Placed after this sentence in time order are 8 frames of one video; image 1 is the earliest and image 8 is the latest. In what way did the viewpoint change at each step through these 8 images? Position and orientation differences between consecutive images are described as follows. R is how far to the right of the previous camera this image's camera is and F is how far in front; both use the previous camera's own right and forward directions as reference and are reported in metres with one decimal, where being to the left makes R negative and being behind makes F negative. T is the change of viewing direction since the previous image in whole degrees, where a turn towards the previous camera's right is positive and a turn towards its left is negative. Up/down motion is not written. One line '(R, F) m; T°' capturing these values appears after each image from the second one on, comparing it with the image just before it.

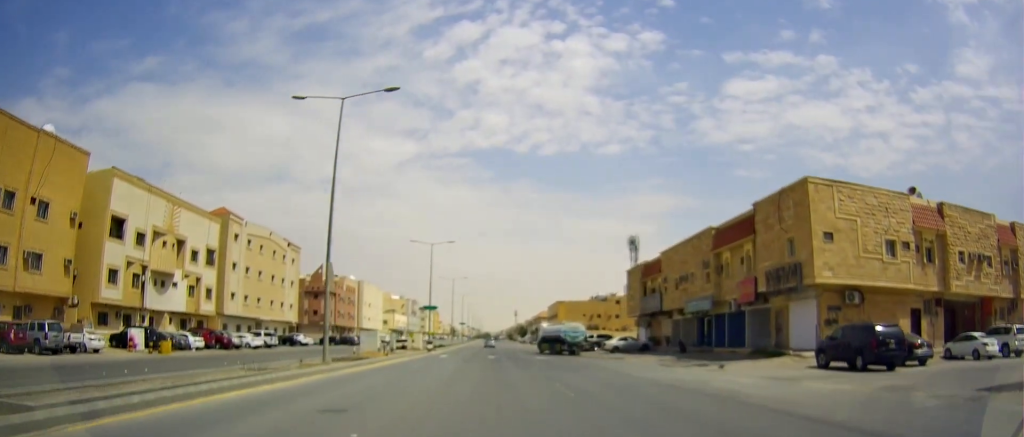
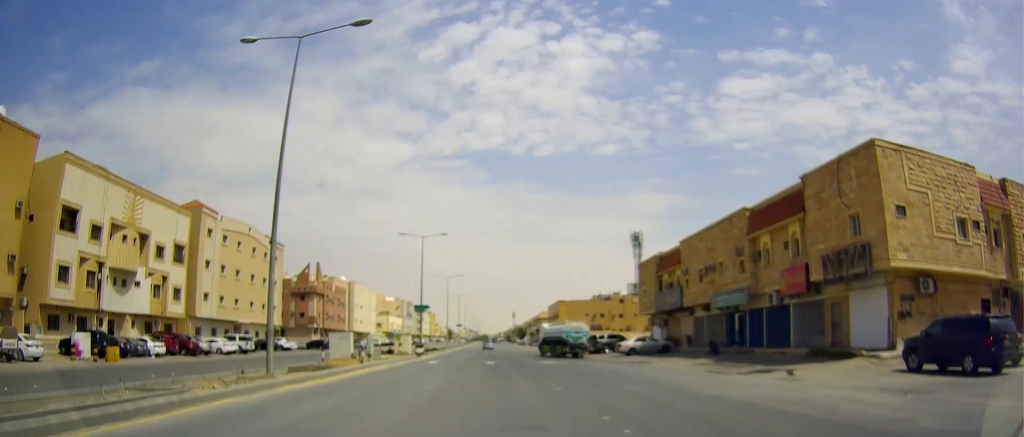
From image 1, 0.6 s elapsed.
(-0.2, +6.5) m; -1°
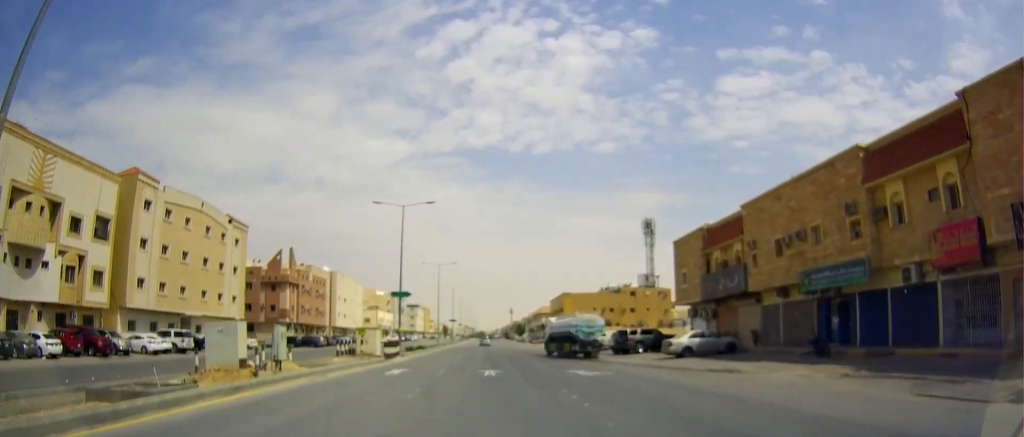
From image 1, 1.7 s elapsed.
(+0.1, +13.1) m; -1°
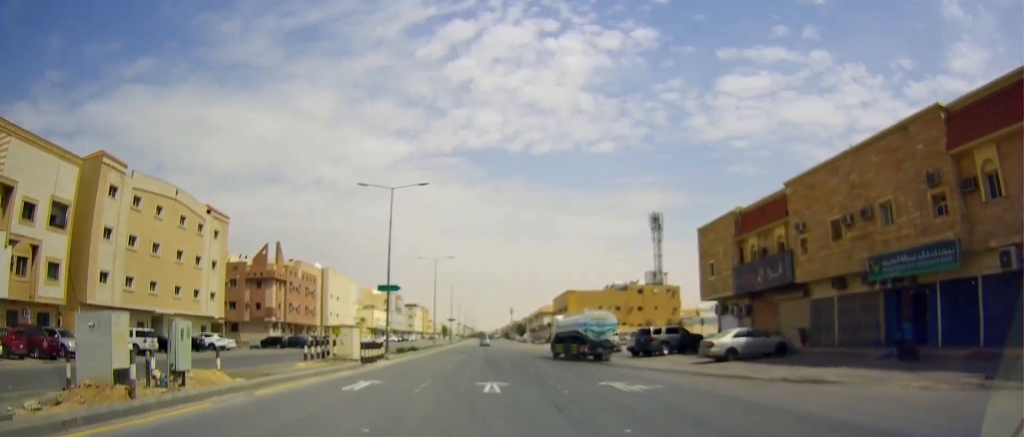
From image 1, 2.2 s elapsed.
(-0.2, +6.2) m; 0°
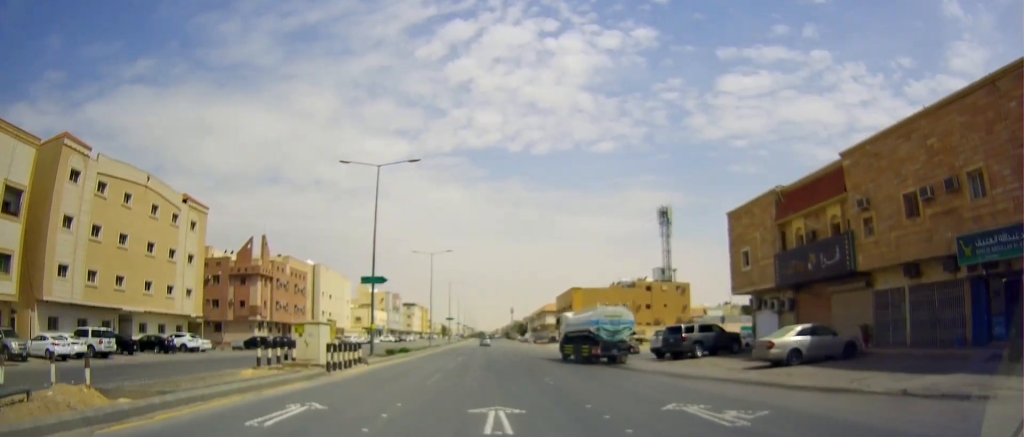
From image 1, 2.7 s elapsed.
(-0.2, +6.0) m; 0°
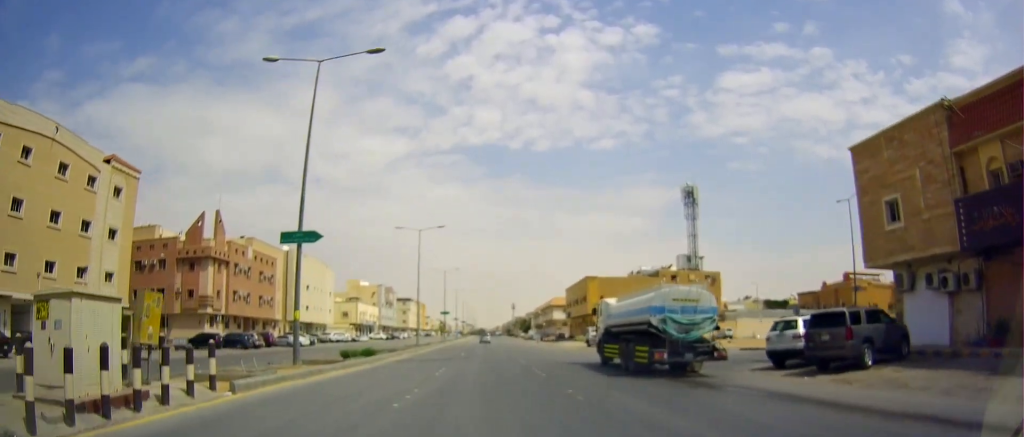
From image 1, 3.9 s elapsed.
(+0.5, +15.4) m; +3°
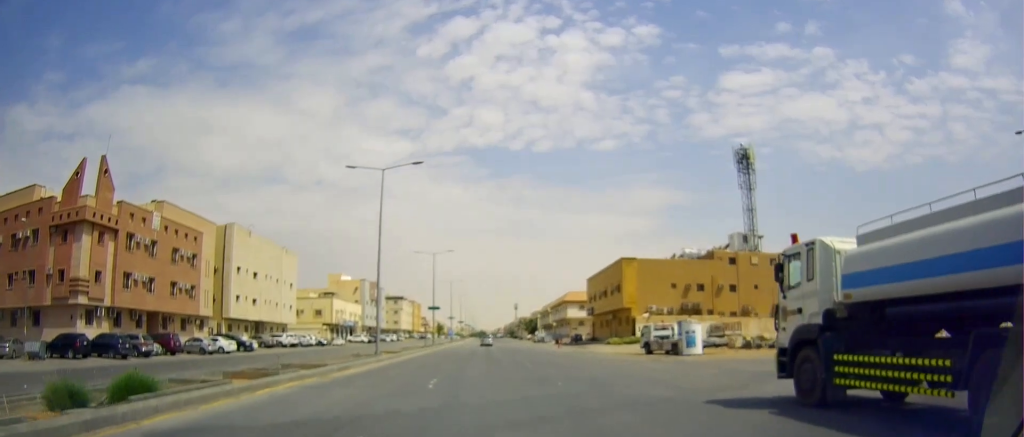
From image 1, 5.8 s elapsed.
(0.0, +24.0) m; -1°
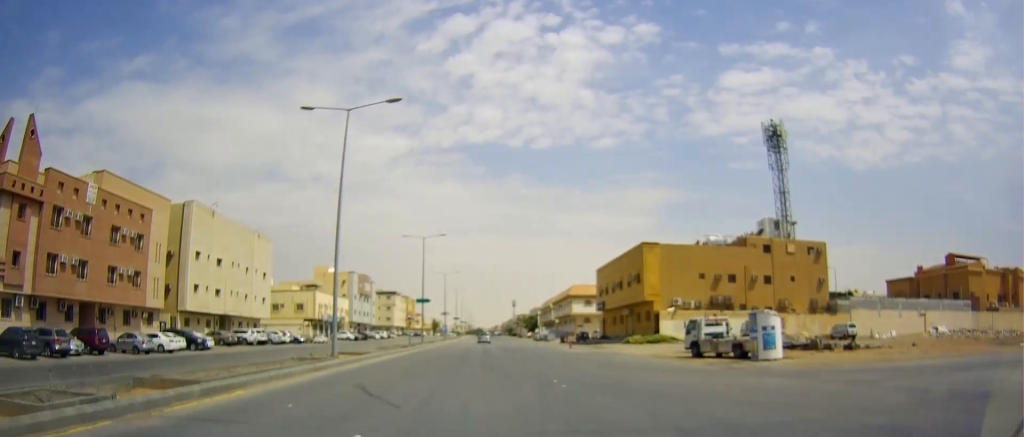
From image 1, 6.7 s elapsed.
(0.0, +10.7) m; 0°
